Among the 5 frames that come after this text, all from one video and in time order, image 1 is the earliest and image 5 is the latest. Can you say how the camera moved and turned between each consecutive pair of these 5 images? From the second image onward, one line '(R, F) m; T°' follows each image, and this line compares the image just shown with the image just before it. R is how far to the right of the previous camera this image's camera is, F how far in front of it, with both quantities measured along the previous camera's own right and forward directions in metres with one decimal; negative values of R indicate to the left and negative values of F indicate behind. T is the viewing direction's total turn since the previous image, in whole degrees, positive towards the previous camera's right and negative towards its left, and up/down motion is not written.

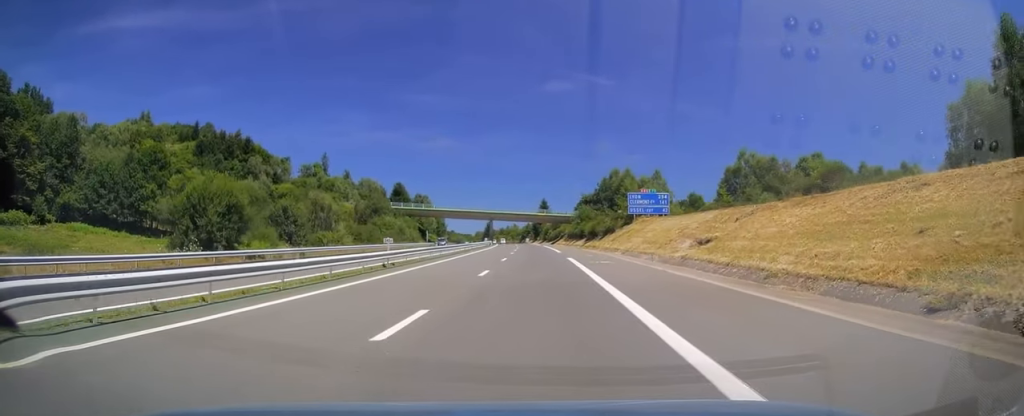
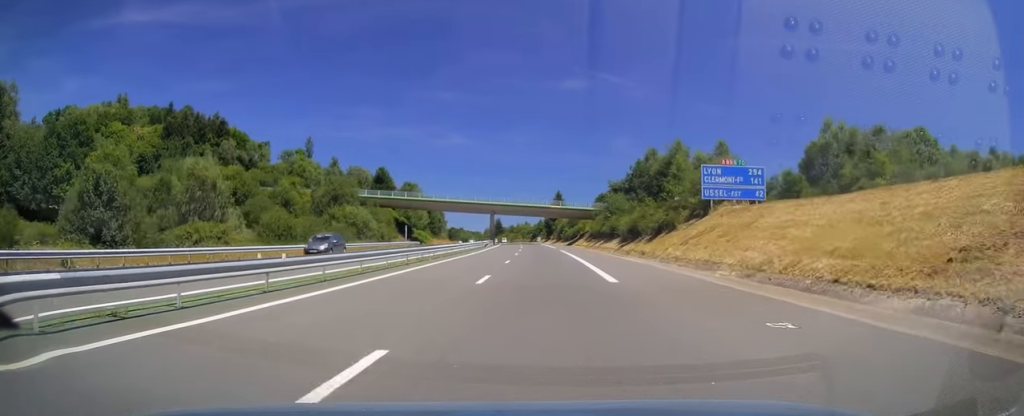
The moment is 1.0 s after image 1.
(-0.3, +29.8) m; -1°
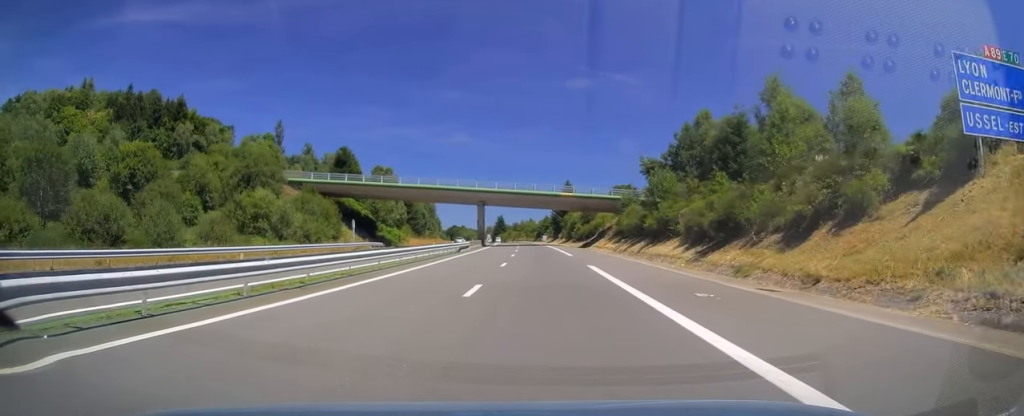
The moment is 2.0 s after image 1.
(-0.1, +29.4) m; 0°
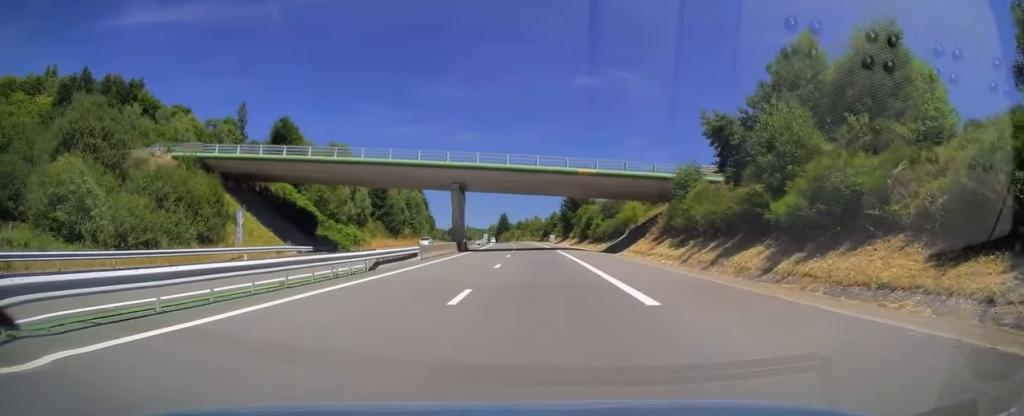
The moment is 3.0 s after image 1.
(-0.1, +27.5) m; -1°
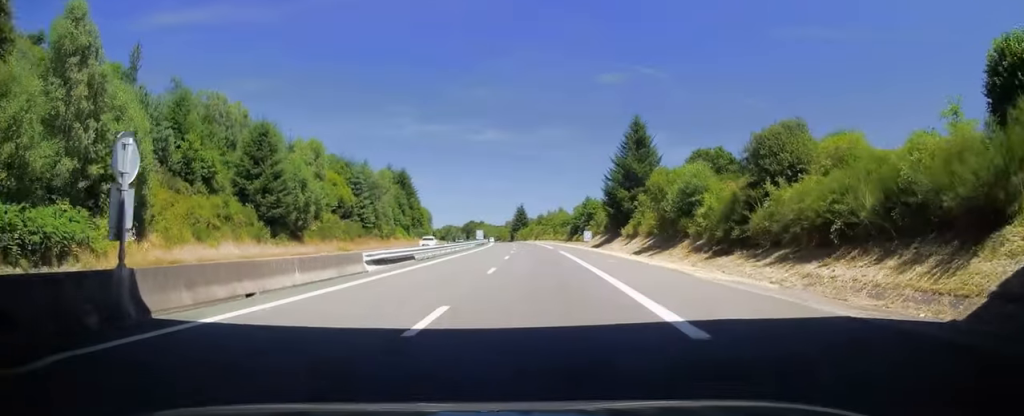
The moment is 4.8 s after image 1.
(-1.6, +55.2) m; -3°
